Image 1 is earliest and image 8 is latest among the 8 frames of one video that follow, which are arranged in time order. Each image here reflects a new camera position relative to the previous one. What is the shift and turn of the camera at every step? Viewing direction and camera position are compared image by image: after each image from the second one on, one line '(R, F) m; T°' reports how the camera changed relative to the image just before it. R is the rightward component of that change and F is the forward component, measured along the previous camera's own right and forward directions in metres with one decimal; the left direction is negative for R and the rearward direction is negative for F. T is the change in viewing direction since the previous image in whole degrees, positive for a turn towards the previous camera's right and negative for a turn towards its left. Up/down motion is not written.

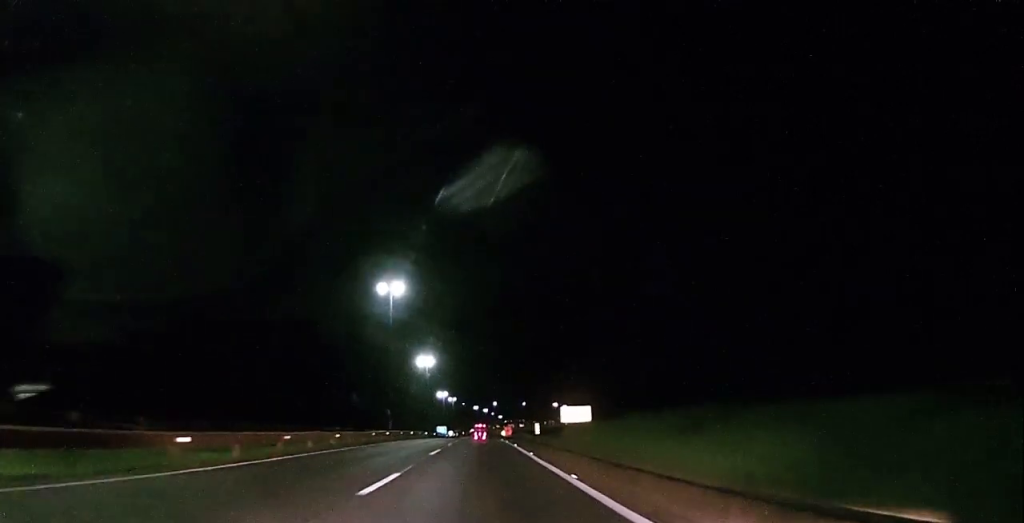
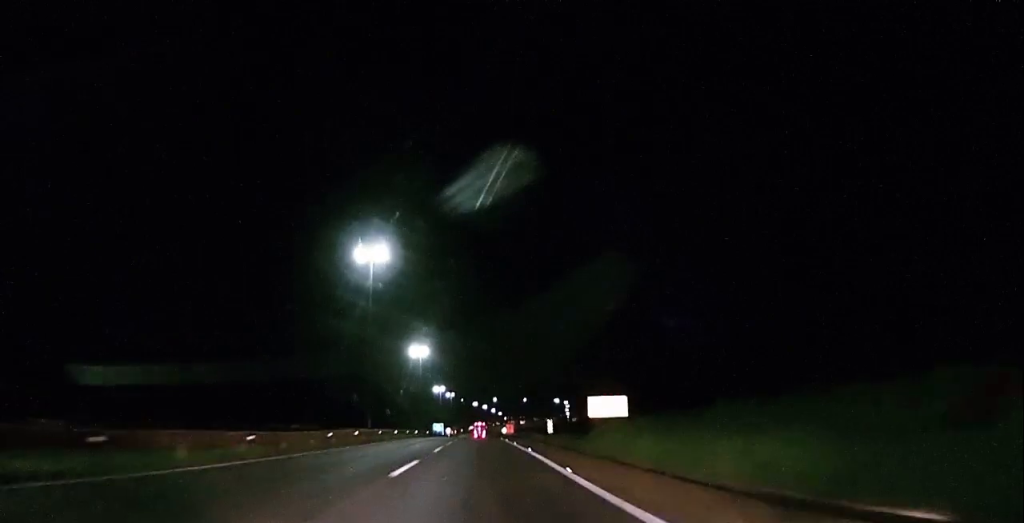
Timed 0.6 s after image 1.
(+0.3, +11.5) m; +1°
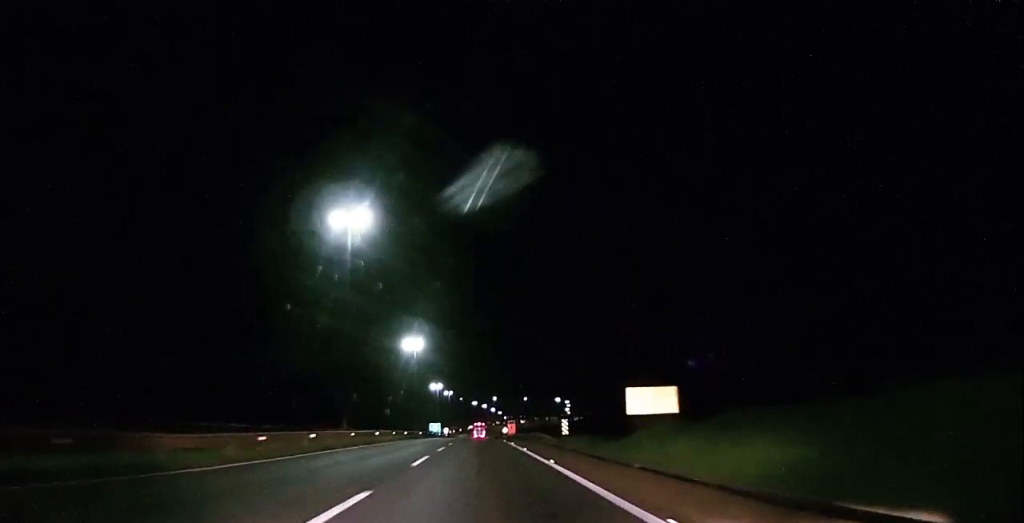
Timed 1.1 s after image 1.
(+0.1, +8.9) m; 0°
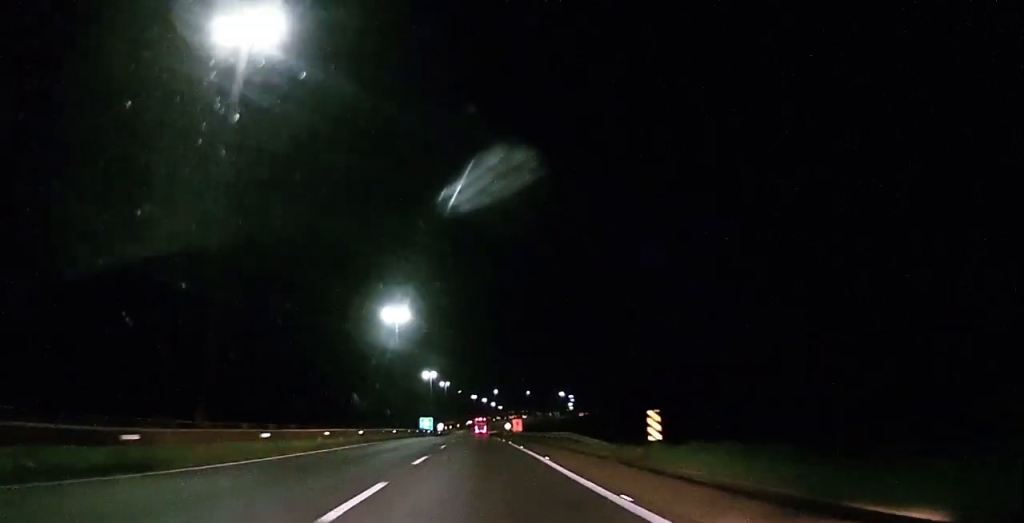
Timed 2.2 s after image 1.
(0.0, +21.7) m; 0°
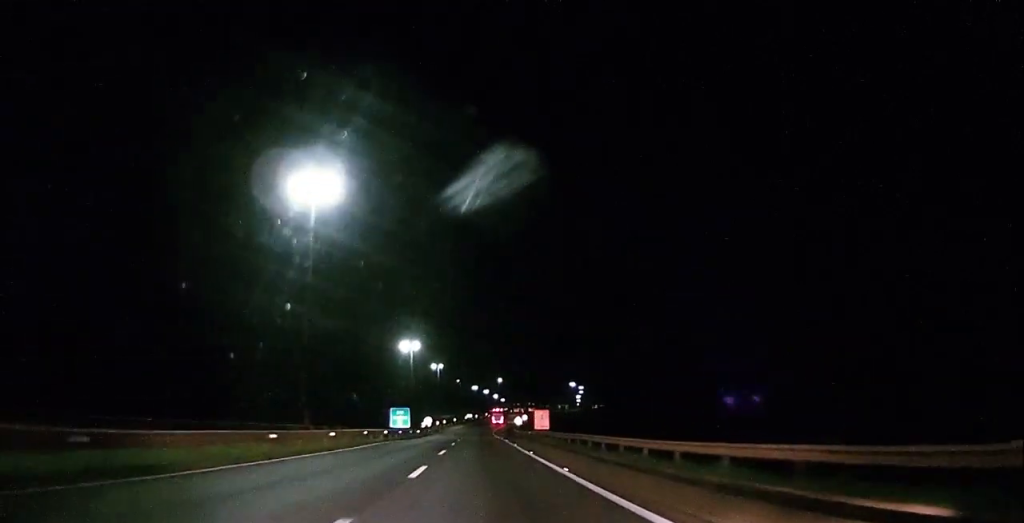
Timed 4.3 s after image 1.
(-0.5, +40.3) m; -1°
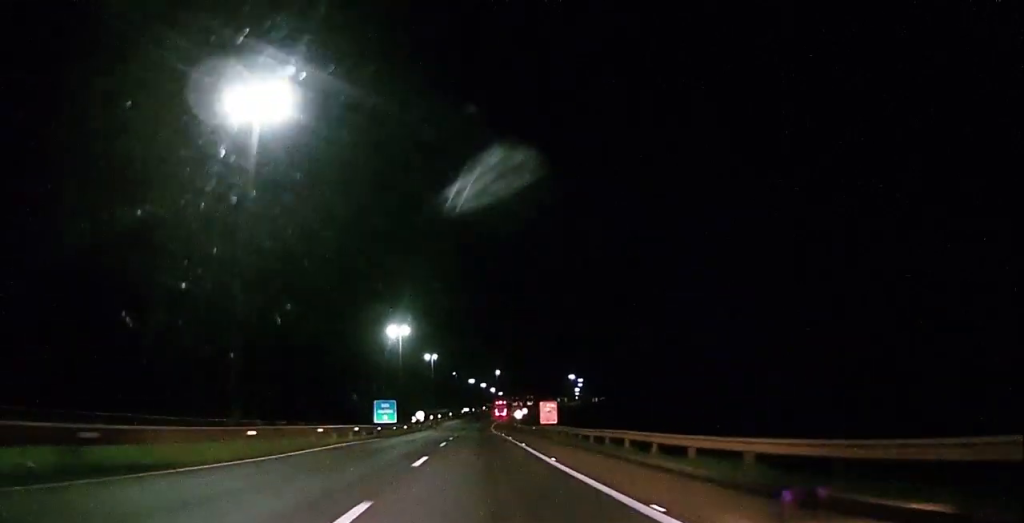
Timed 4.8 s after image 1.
(0.0, +9.5) m; 0°
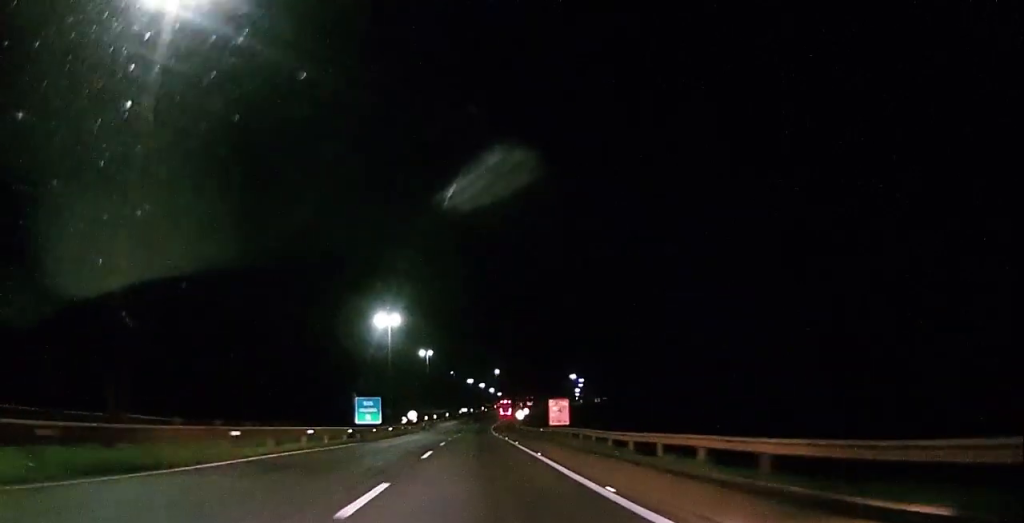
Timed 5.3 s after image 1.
(+0.1, +8.9) m; 0°
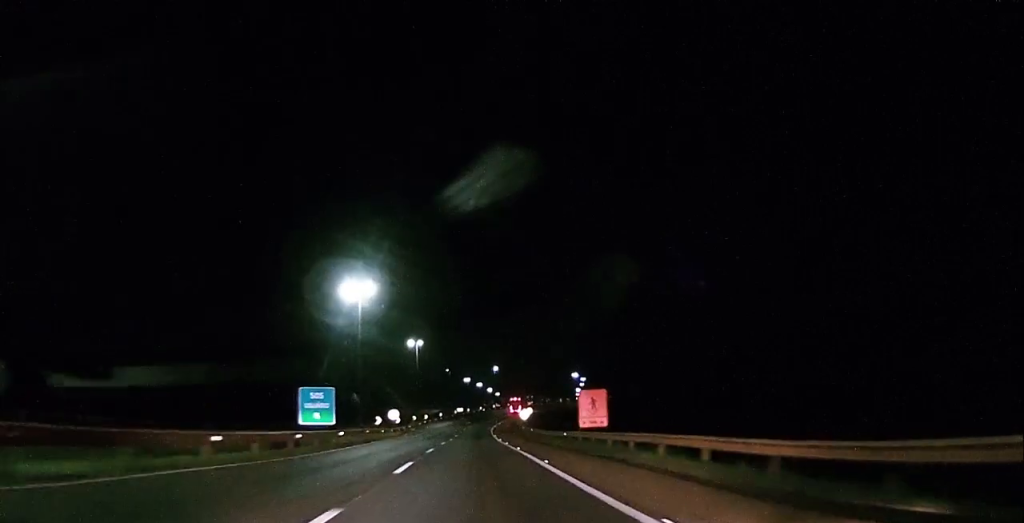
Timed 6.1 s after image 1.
(+0.1, +16.6) m; 0°
